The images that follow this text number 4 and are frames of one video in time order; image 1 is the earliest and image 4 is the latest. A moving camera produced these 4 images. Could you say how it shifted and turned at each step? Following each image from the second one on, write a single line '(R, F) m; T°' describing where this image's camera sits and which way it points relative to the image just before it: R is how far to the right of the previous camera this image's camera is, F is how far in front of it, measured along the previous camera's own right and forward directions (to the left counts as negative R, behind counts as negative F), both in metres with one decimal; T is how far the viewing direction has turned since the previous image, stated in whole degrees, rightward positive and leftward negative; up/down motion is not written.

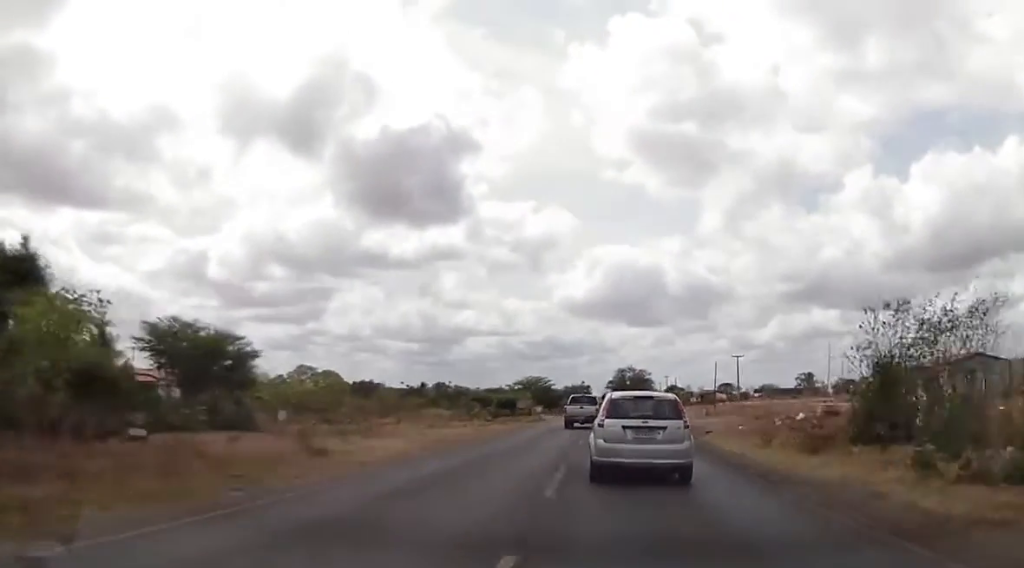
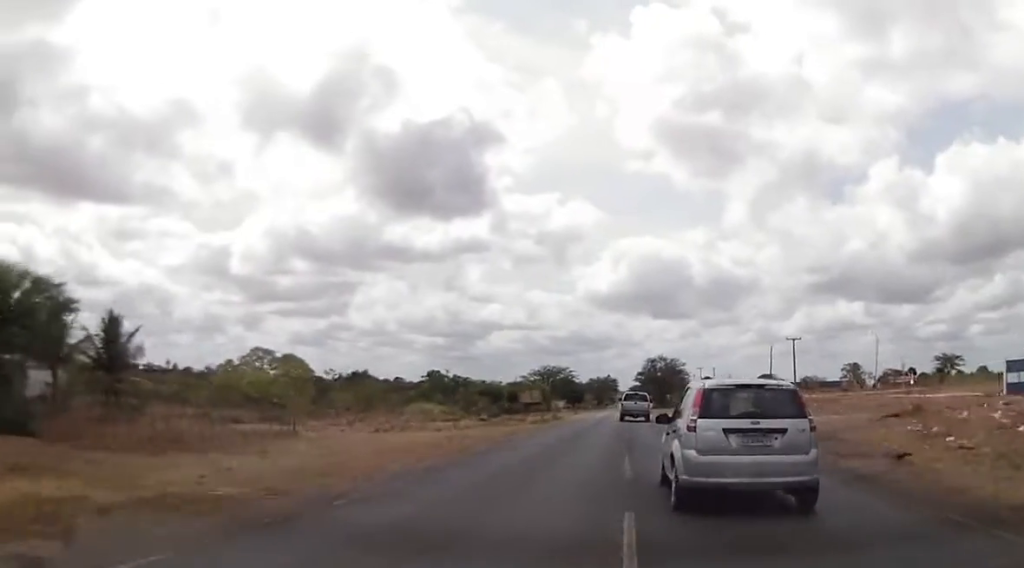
(+0.1, +20.7) m; 0°
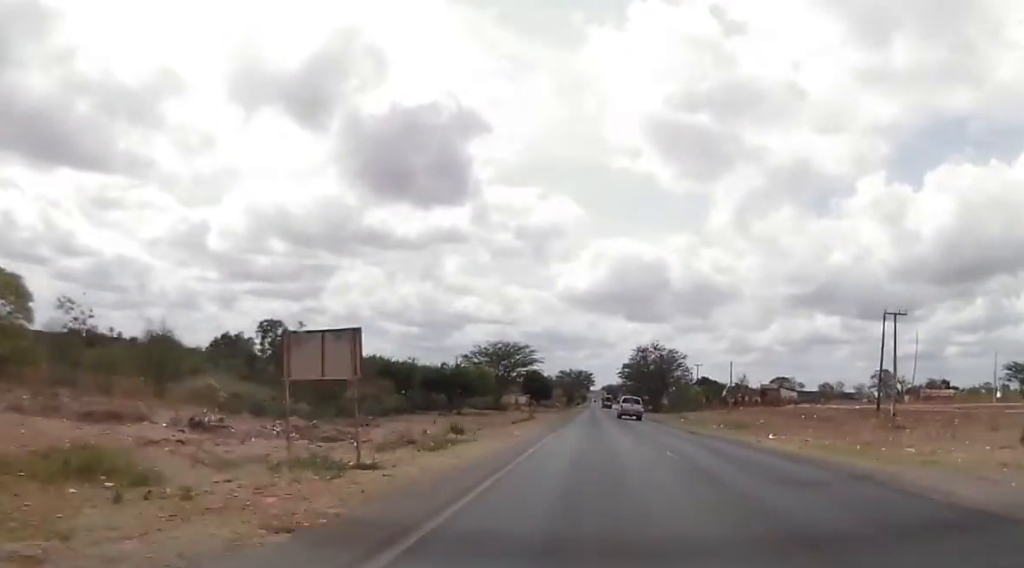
(-0.5, +42.4) m; -1°
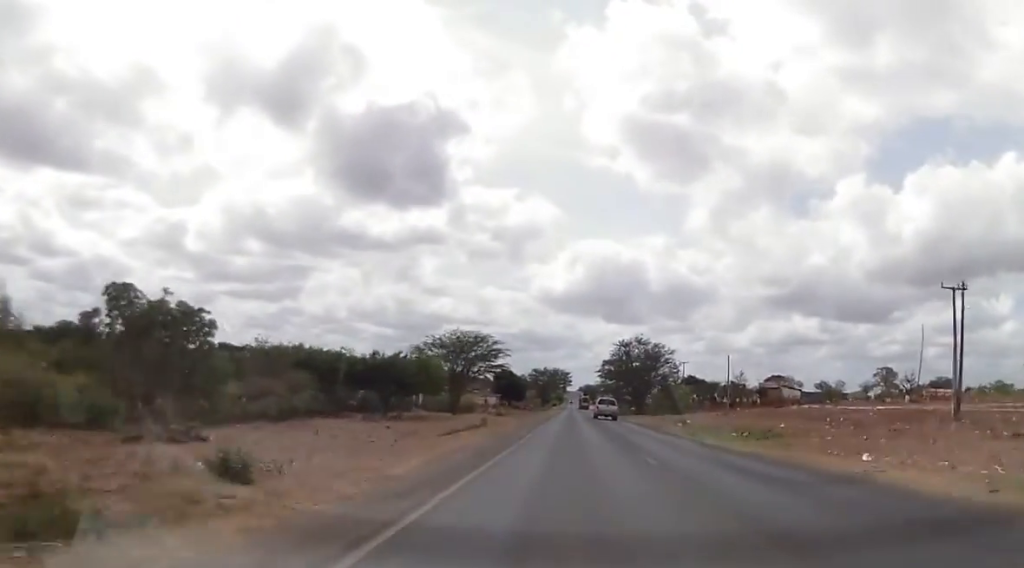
(+0.1, +15.1) m; +1°
